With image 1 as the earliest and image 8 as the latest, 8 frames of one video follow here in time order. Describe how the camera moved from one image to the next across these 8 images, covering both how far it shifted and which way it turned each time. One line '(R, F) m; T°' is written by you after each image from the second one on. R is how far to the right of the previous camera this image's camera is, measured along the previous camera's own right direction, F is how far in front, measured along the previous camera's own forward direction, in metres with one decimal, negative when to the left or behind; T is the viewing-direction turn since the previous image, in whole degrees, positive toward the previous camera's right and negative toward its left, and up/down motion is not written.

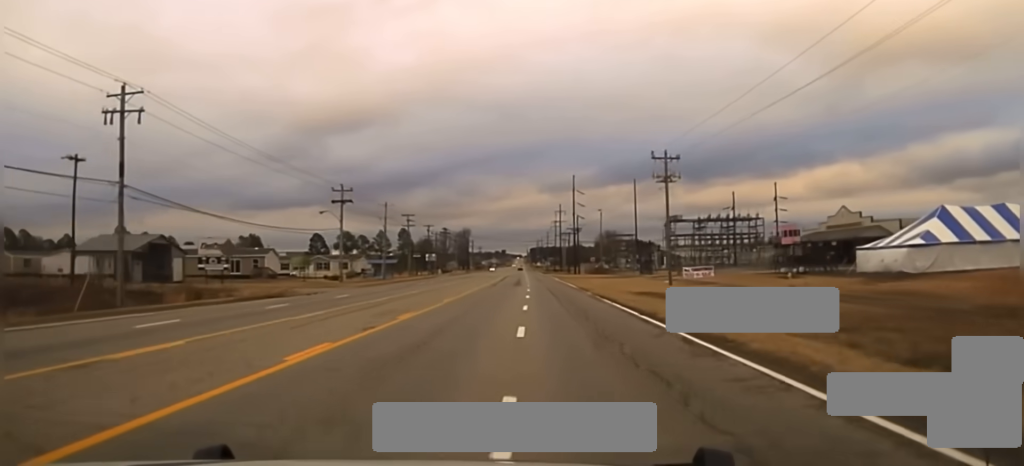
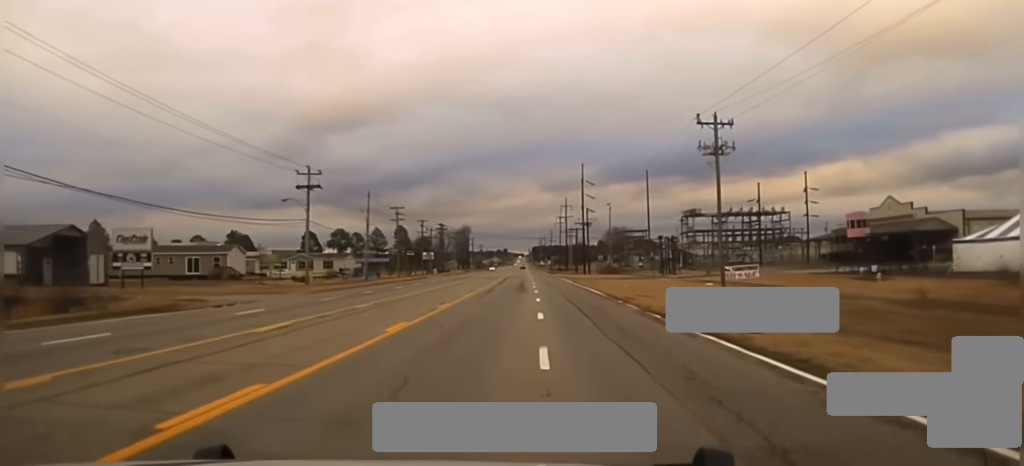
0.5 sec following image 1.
(-0.1, +15.5) m; 0°
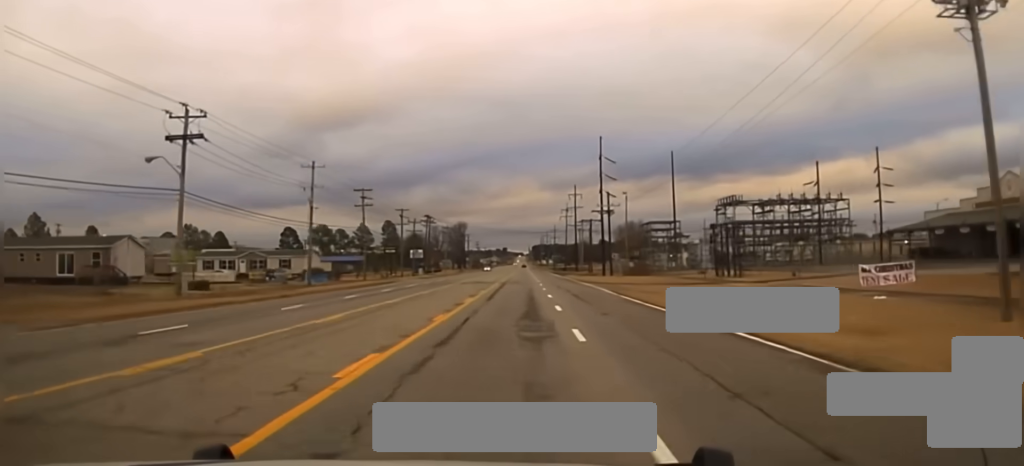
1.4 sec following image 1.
(0.0, +30.0) m; 0°
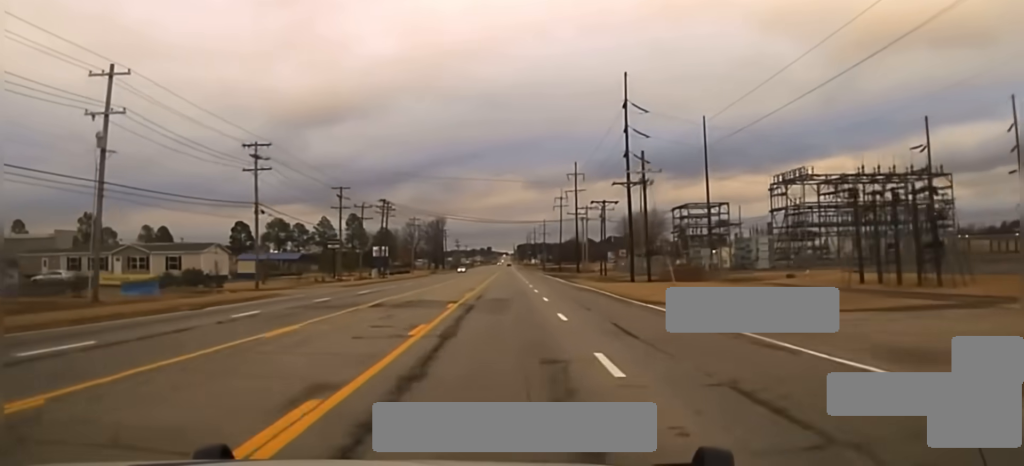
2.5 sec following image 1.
(+0.3, +38.3) m; +1°
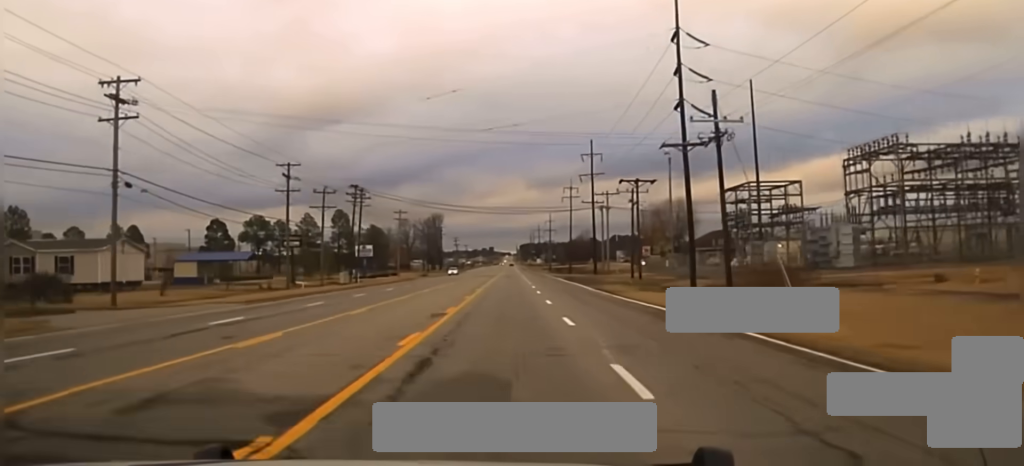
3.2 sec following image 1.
(+0.1, +25.0) m; 0°
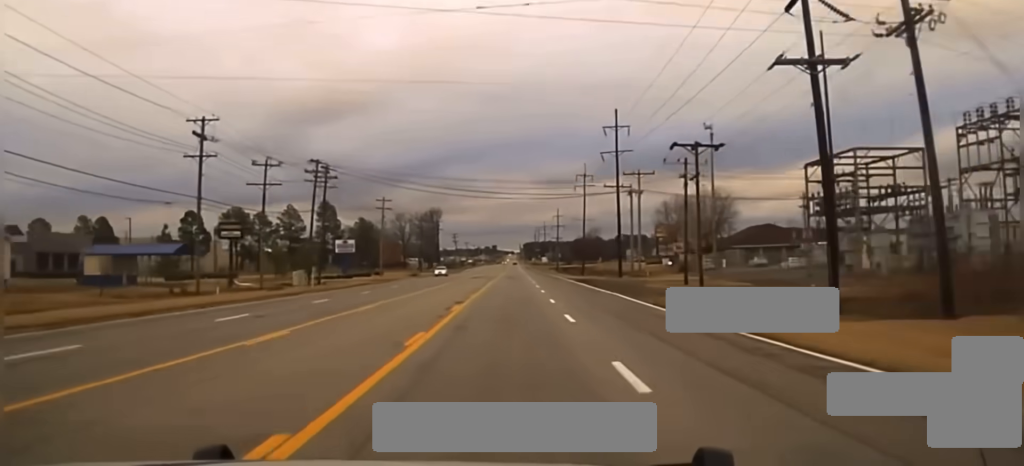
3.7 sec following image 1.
(0.0, +23.6) m; 0°
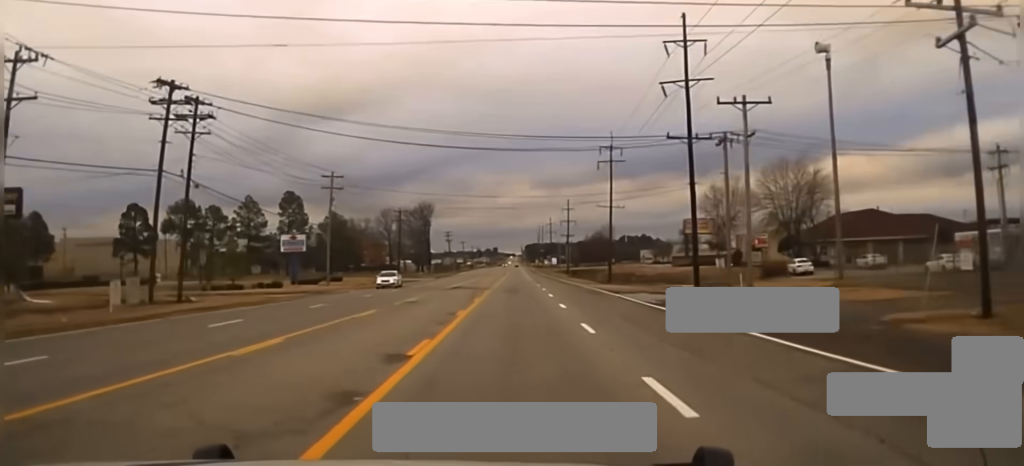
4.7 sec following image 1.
(0.0, +41.9) m; 0°
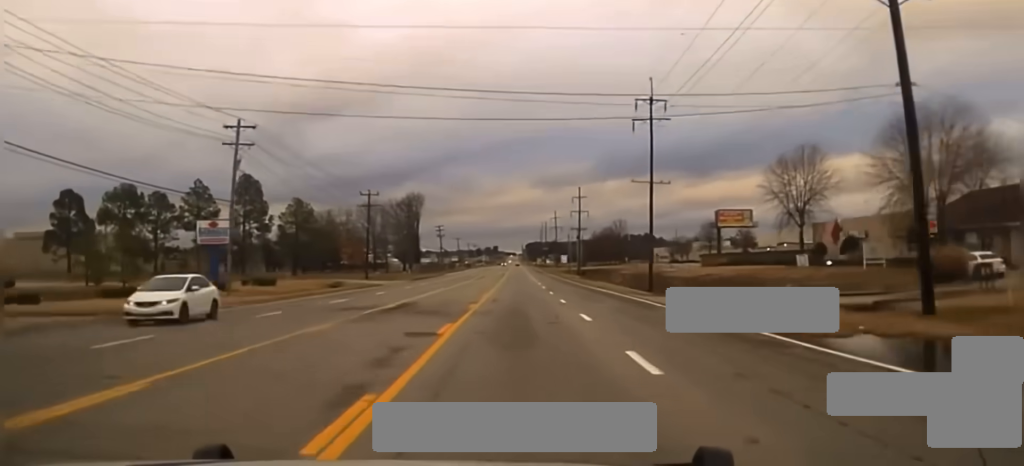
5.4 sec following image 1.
(0.0, +35.2) m; 0°
